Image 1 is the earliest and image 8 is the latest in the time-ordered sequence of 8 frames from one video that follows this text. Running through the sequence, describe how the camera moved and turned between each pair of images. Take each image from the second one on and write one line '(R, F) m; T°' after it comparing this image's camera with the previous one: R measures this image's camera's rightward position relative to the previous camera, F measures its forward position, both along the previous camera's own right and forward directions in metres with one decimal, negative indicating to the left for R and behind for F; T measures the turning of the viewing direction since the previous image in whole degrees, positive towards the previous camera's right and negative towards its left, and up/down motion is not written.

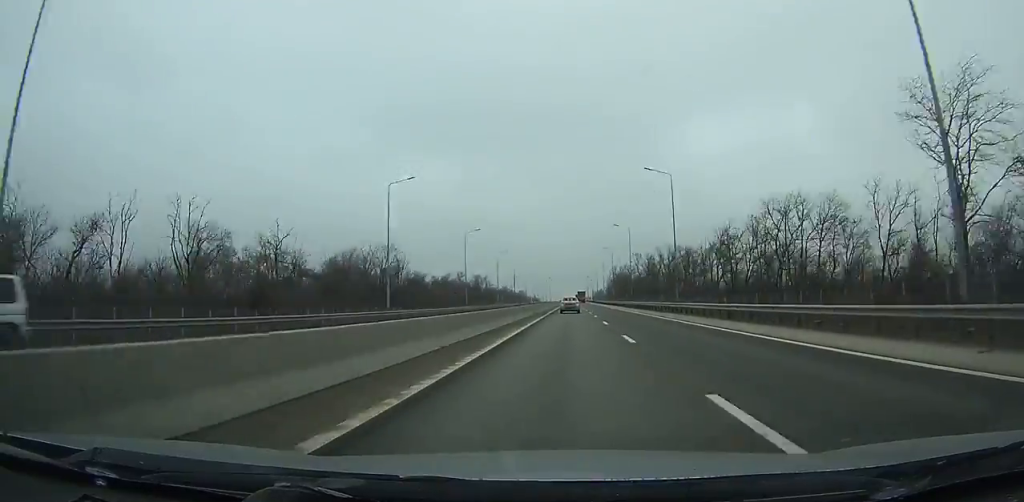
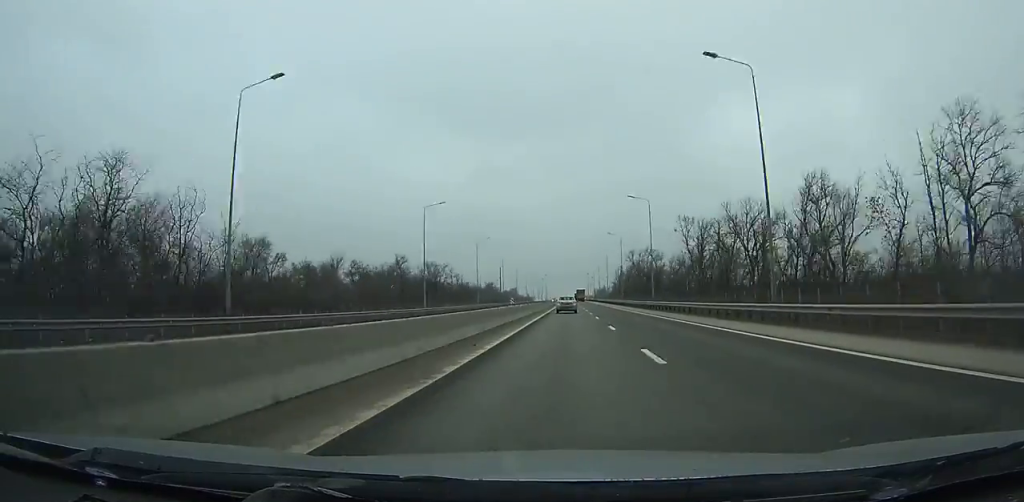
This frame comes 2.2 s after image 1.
(-0.1, +65.3) m; 0°
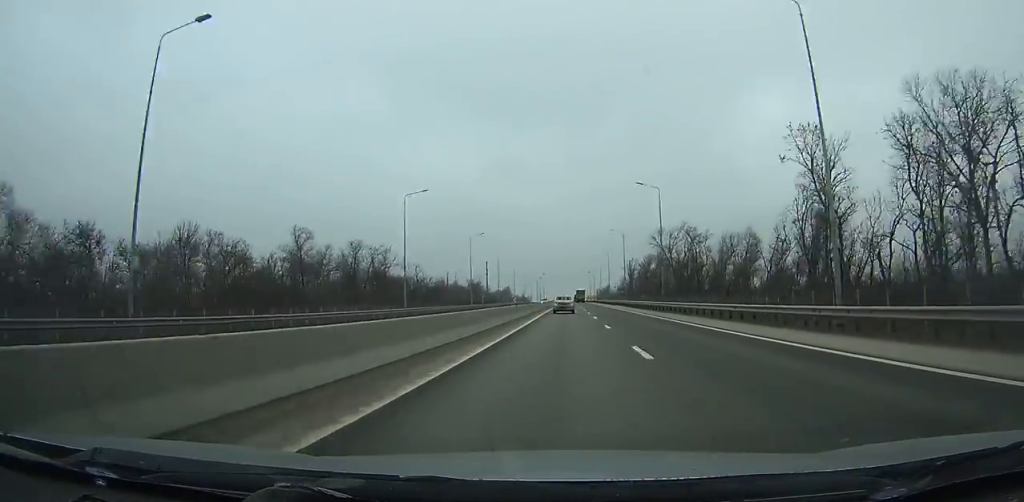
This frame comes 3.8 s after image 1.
(0.0, +46.7) m; 0°
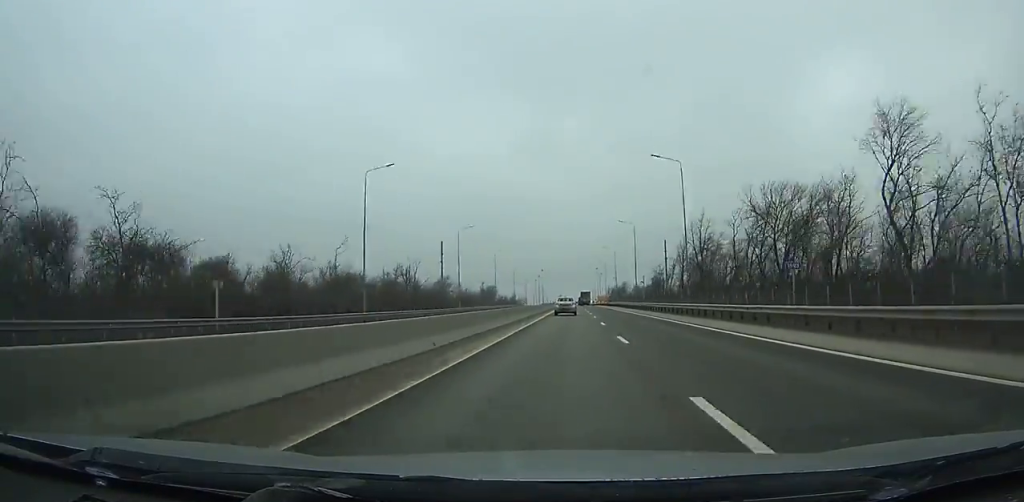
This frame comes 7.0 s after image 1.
(-0.1, +92.0) m; 0°
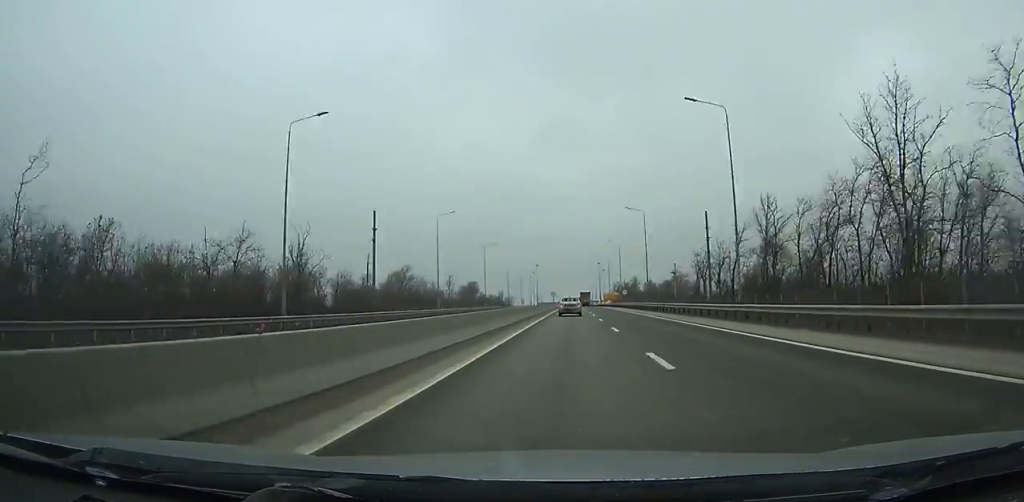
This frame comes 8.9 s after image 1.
(-0.1, +53.6) m; 0°
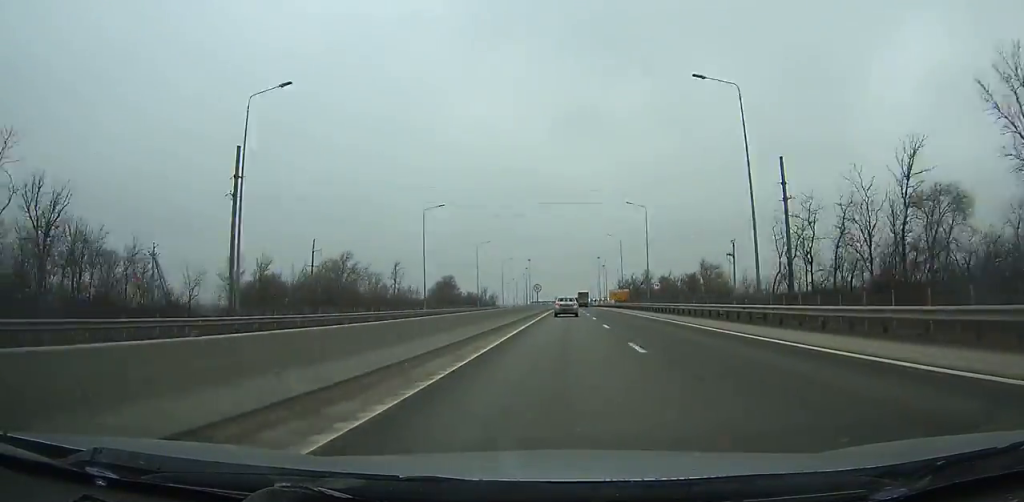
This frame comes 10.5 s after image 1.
(+0.3, +44.1) m; 0°
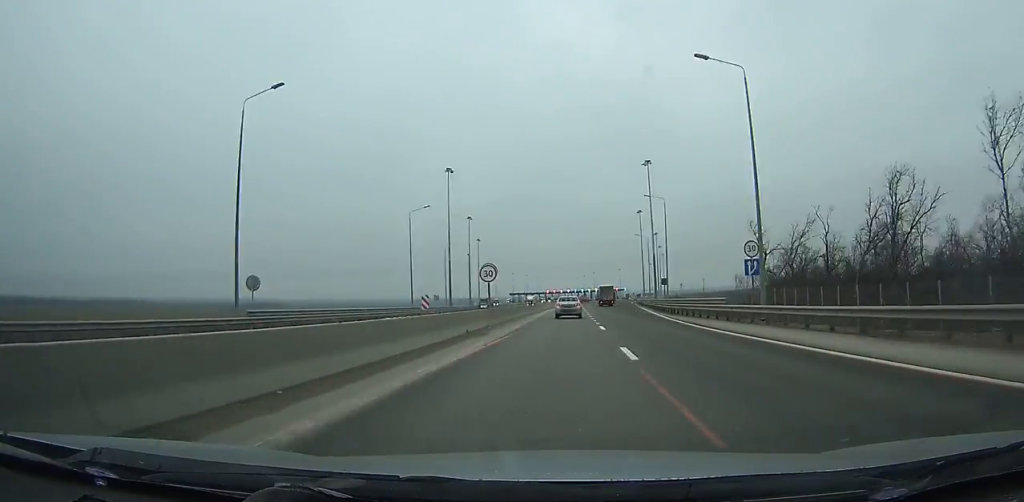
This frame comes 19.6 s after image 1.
(+1.3, +237.7) m; +1°
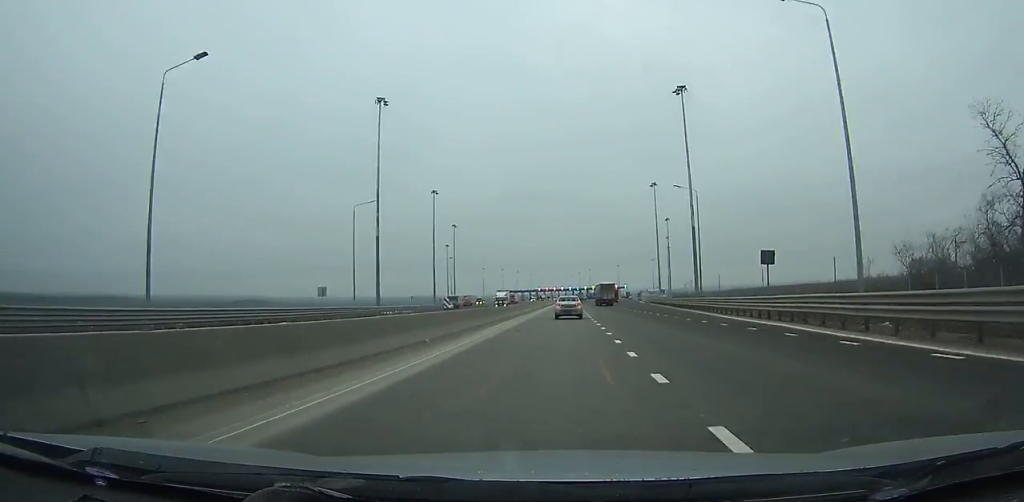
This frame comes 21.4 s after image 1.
(+0.1, +42.9) m; 0°
